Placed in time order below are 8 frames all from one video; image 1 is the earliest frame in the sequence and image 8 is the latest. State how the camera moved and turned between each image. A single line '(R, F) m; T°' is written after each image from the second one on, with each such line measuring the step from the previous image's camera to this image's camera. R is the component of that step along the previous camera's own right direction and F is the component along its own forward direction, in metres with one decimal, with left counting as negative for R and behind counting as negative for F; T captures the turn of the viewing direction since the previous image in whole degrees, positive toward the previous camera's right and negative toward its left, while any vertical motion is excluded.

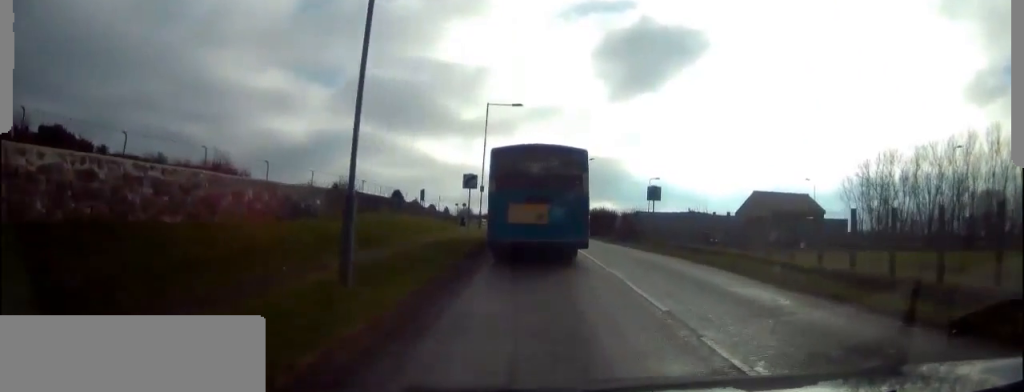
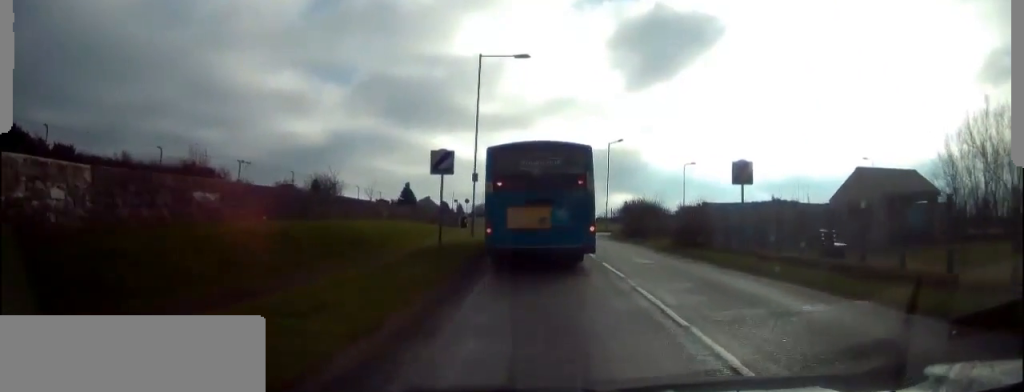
(-0.1, +11.1) m; 0°
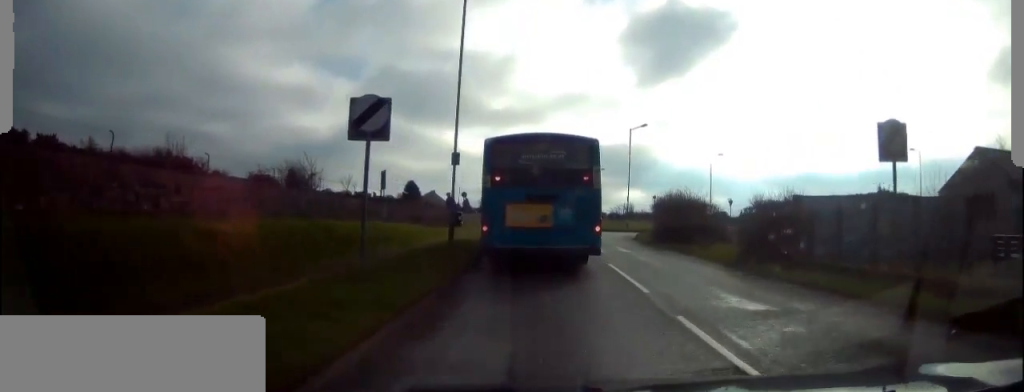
(0.0, +7.8) m; 0°
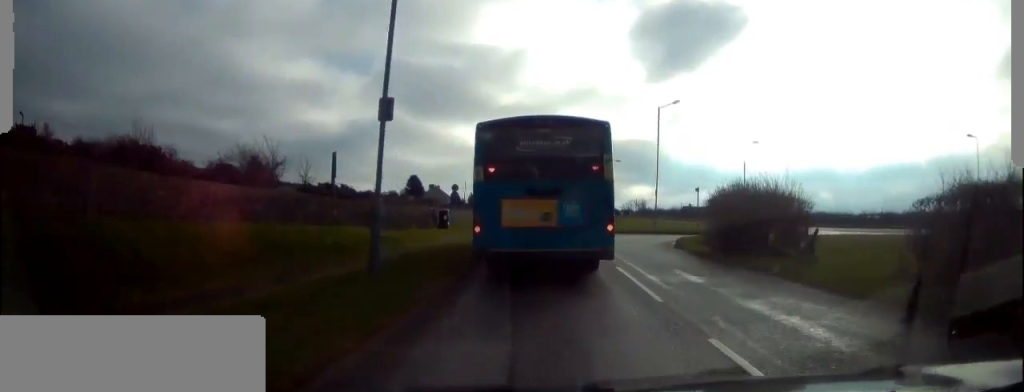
(0.0, +8.2) m; 0°
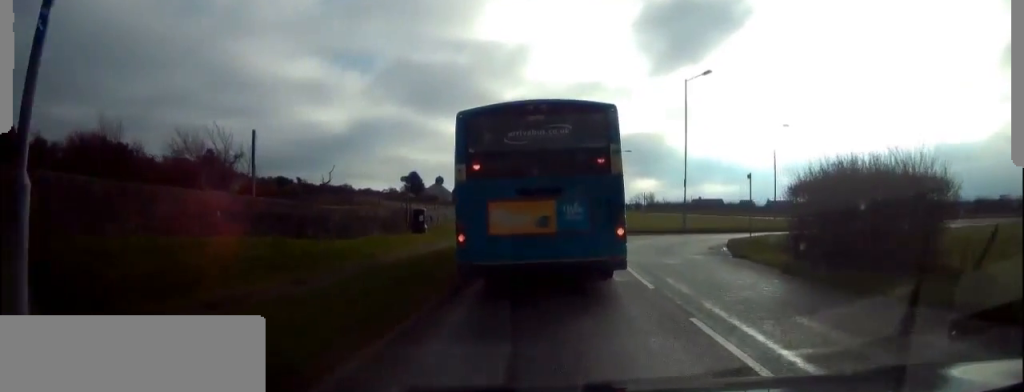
(0.0, +6.8) m; 0°
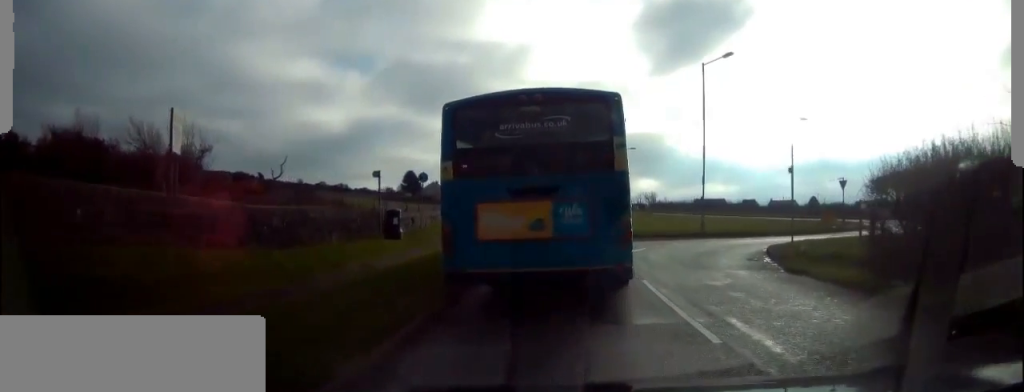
(0.0, +4.0) m; 0°
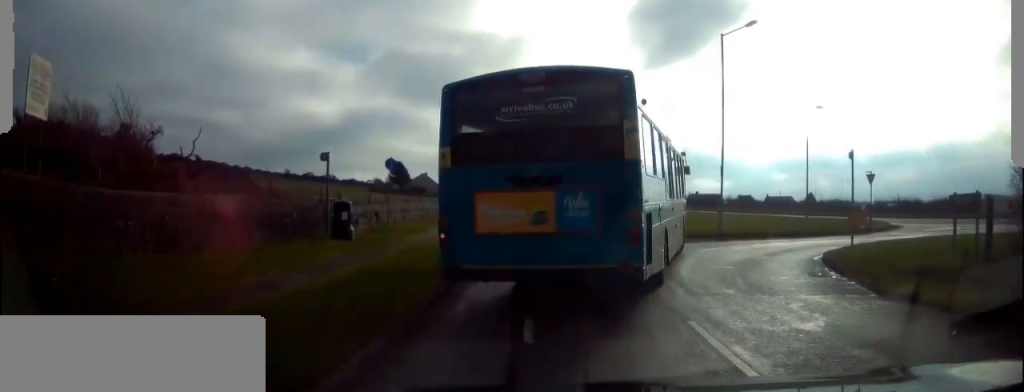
(0.0, +4.8) m; 0°
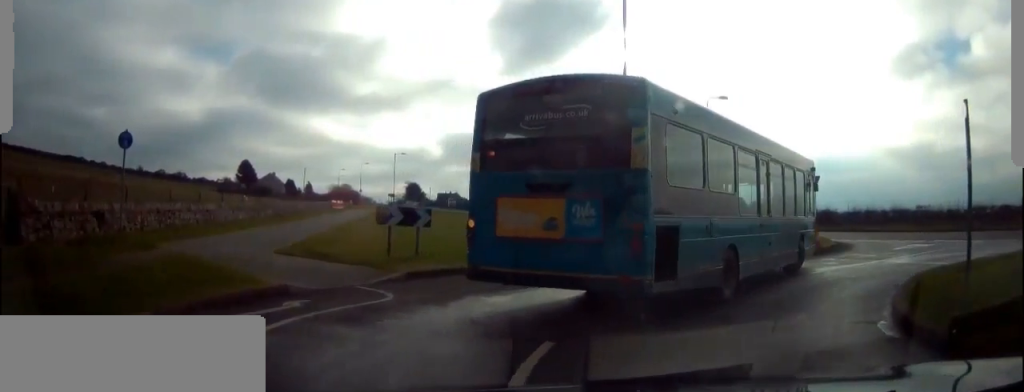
(0.0, +11.5) m; +15°
